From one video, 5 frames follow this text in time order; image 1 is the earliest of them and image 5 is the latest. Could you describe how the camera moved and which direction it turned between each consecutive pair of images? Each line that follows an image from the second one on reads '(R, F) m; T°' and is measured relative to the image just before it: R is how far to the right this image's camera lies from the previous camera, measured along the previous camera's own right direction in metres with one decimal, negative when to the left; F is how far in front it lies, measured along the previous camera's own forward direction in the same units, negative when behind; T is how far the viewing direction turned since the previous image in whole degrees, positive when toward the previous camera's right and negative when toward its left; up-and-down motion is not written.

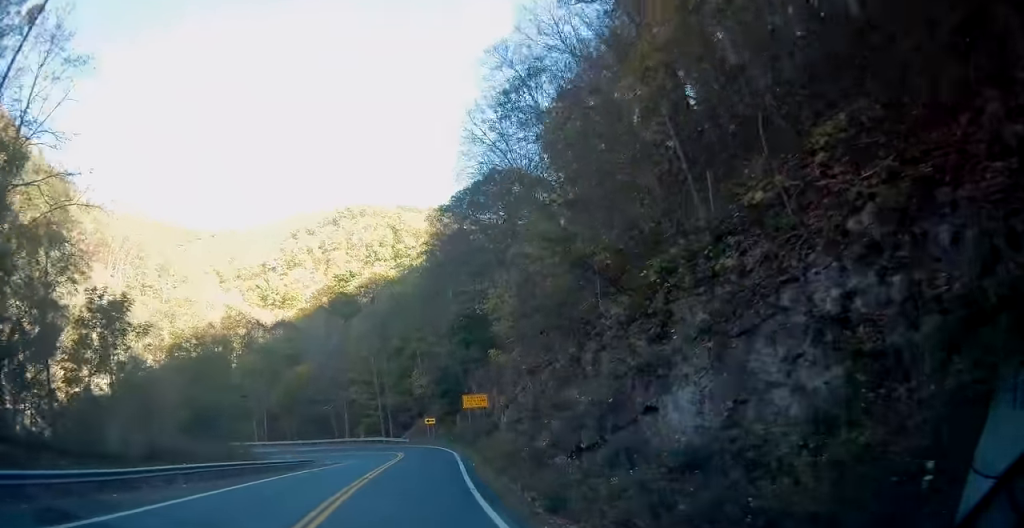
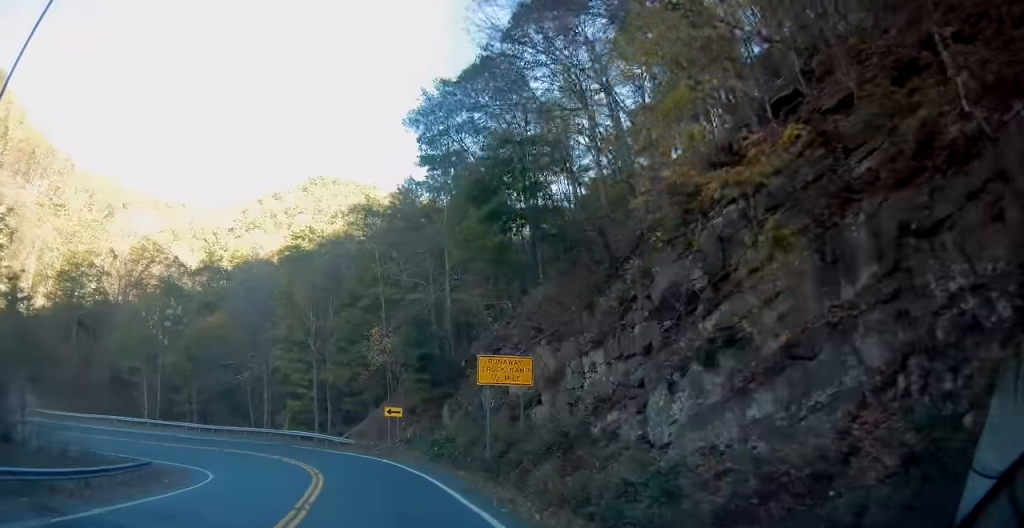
(+2.1, +32.9) m; +5°
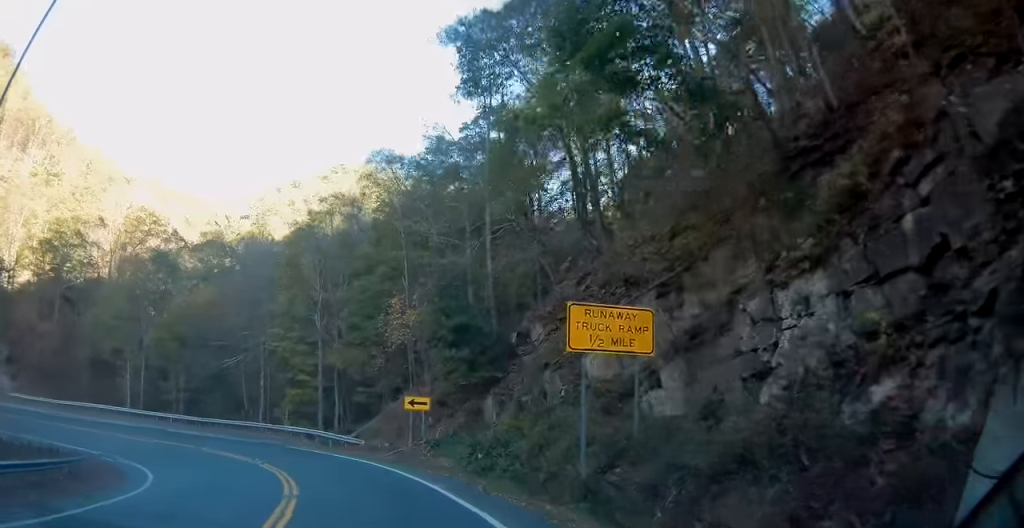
(0.0, +10.4) m; -2°
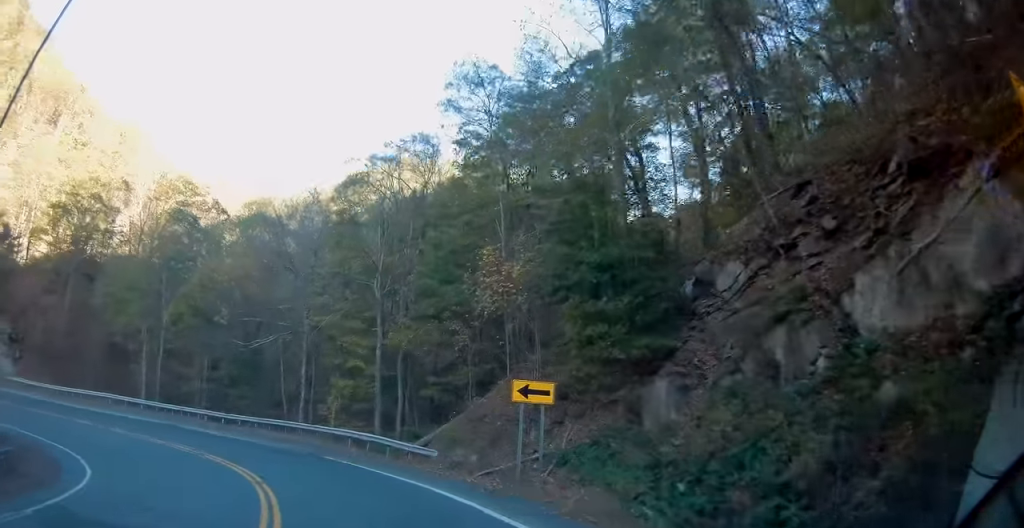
(-0.4, +12.1) m; -5°
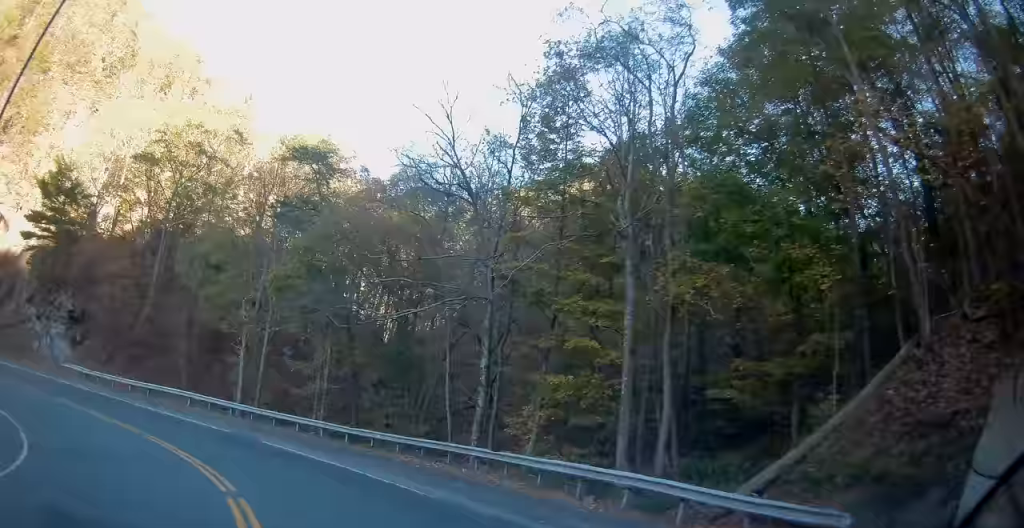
(-1.8, +15.7) m; -16°
